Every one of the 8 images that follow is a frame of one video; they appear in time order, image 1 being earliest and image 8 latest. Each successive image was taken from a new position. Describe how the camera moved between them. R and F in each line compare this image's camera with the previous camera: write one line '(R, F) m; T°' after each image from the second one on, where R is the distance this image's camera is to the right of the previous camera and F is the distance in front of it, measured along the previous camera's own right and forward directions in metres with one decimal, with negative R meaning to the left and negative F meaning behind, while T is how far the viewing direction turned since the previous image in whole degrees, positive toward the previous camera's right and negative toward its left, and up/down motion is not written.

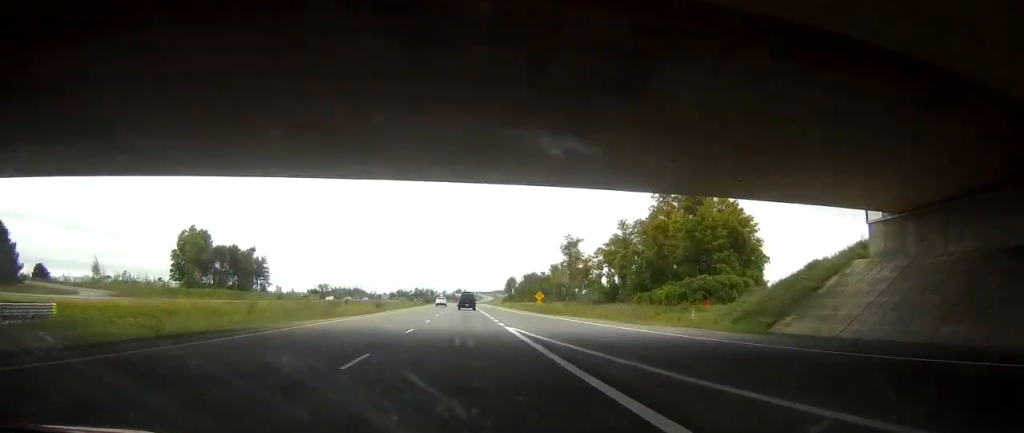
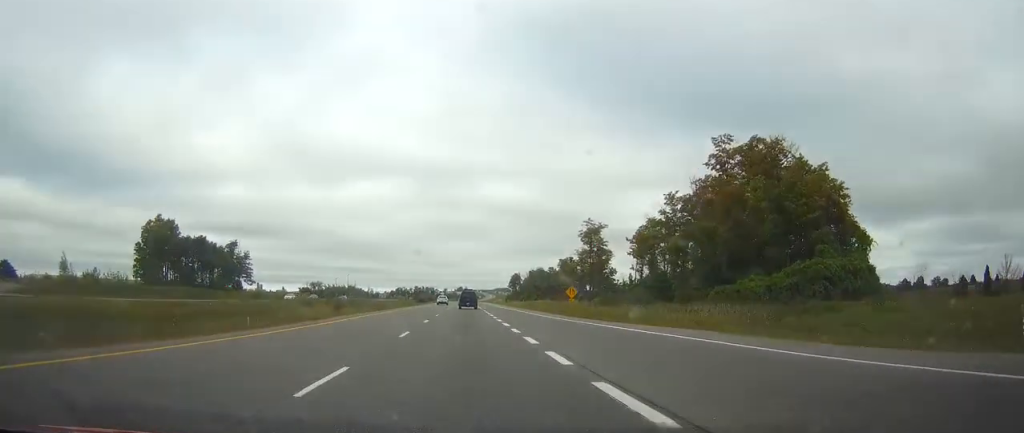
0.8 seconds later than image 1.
(+0.1, +26.5) m; 0°
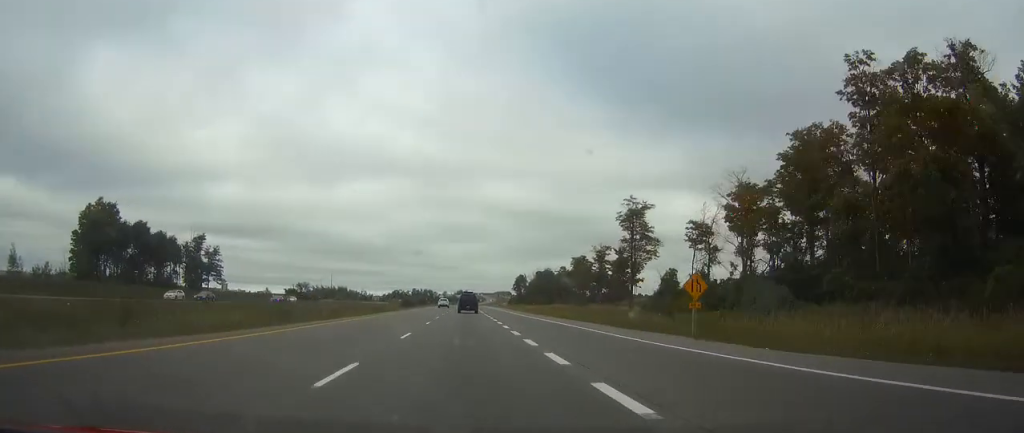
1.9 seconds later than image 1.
(0.0, +35.2) m; 0°
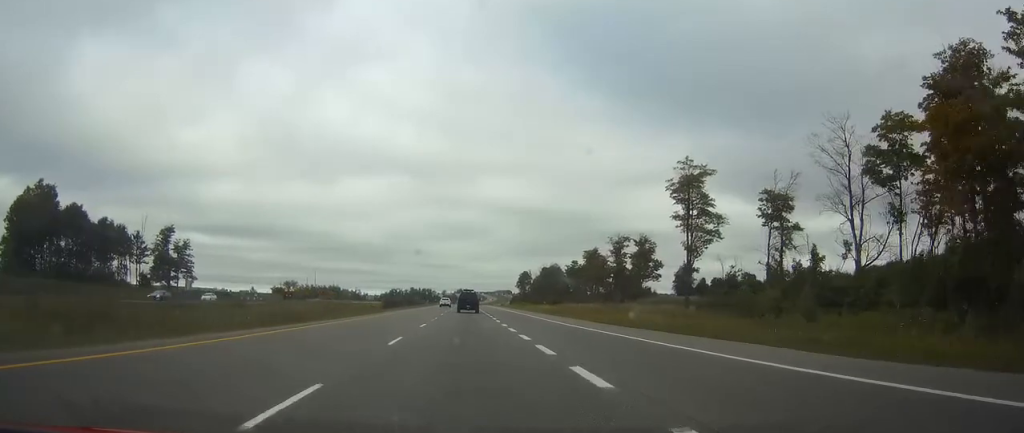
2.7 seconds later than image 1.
(-0.1, +27.5) m; 0°
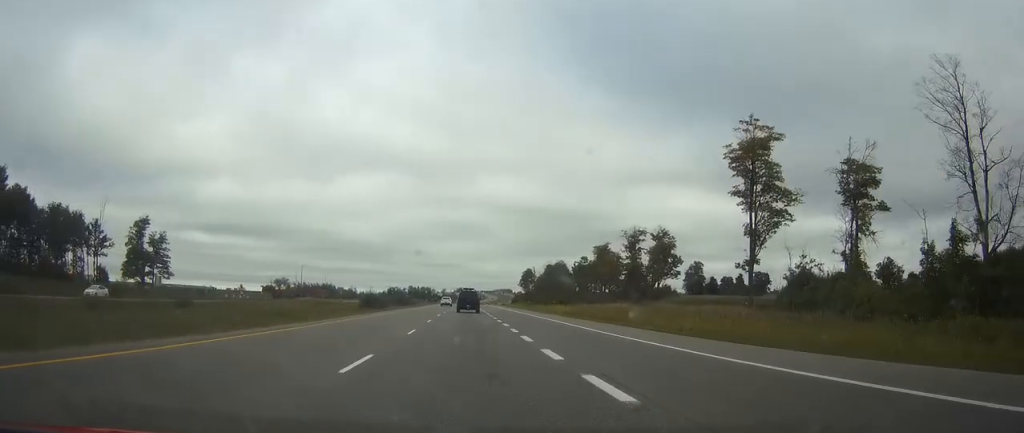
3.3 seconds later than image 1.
(0.0, +18.6) m; 0°
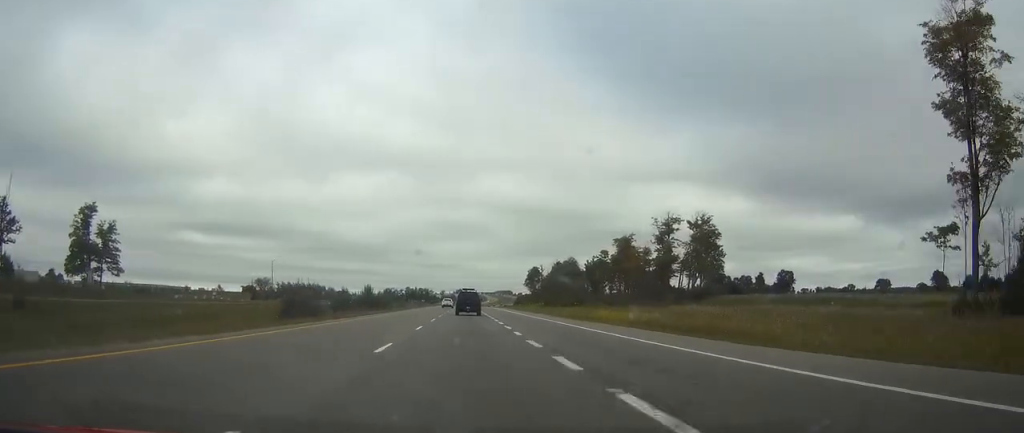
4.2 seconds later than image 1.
(+0.1, +31.7) m; 0°
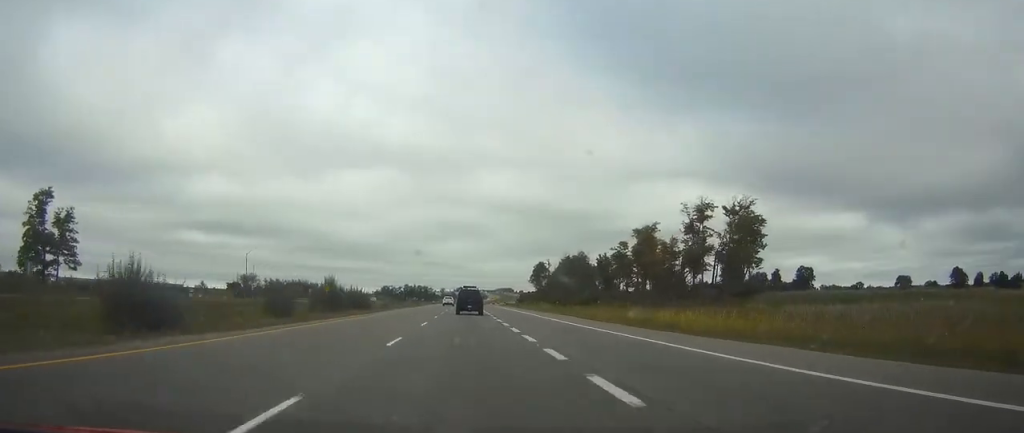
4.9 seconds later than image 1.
(0.0, +21.9) m; 0°
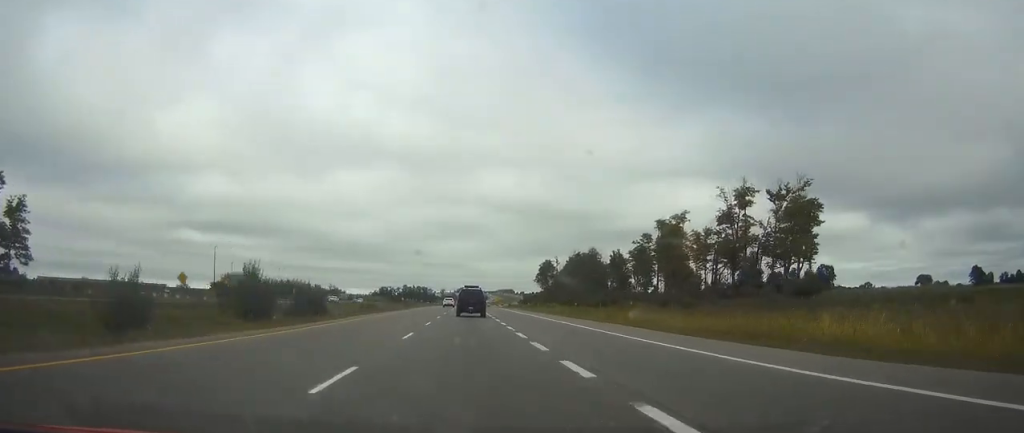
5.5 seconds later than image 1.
(-0.1, +20.8) m; 0°
